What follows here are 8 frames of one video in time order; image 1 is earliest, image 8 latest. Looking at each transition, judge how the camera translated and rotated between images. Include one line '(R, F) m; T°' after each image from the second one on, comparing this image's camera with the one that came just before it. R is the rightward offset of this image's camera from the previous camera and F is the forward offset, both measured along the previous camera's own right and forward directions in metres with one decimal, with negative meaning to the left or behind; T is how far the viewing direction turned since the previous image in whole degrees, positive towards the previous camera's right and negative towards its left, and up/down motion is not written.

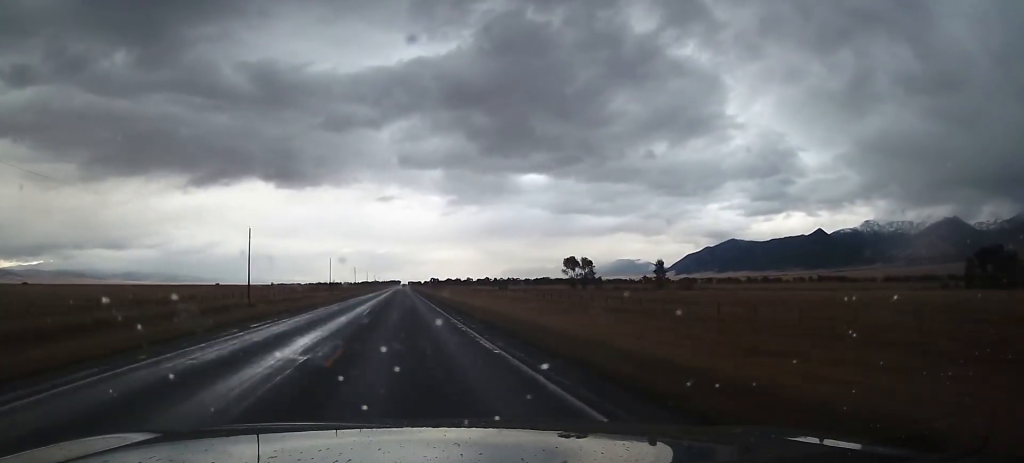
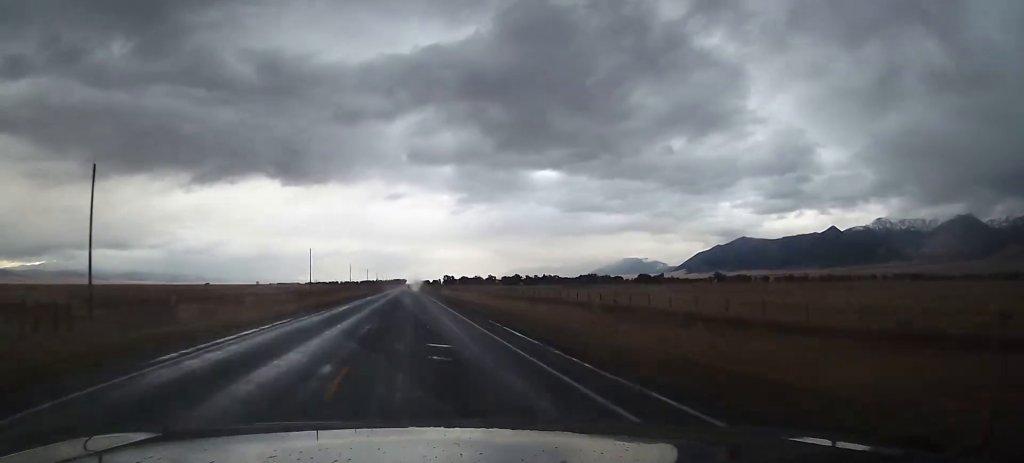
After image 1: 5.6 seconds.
(-0.1, +226.7) m; 0°
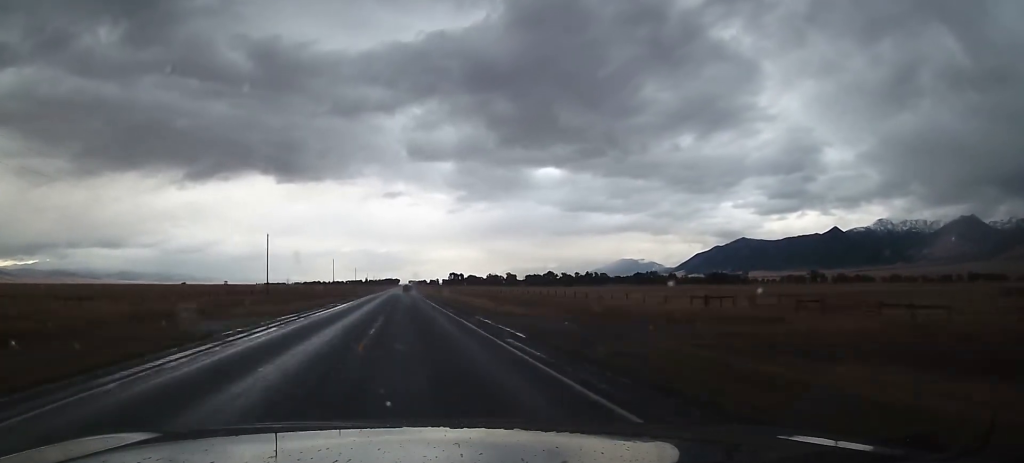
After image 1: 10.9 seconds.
(-0.3, +213.1) m; 0°
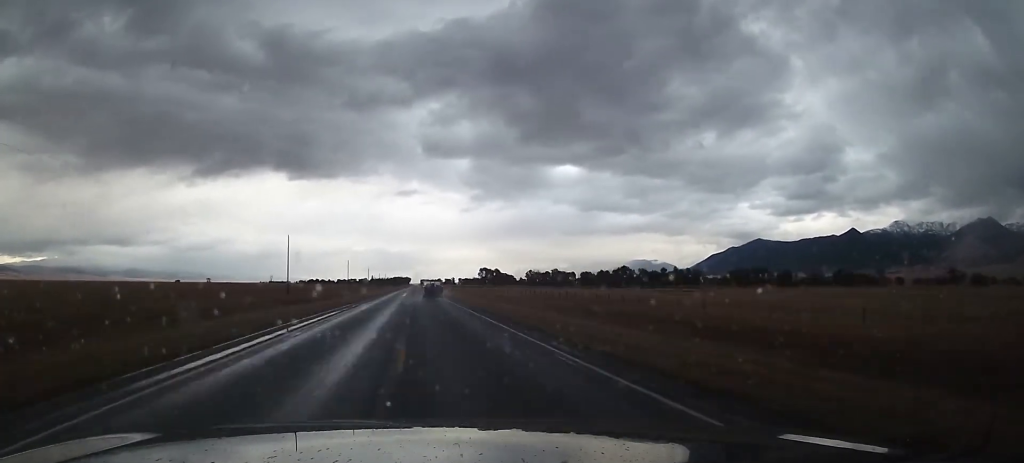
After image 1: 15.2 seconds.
(+0.2, +179.9) m; 0°
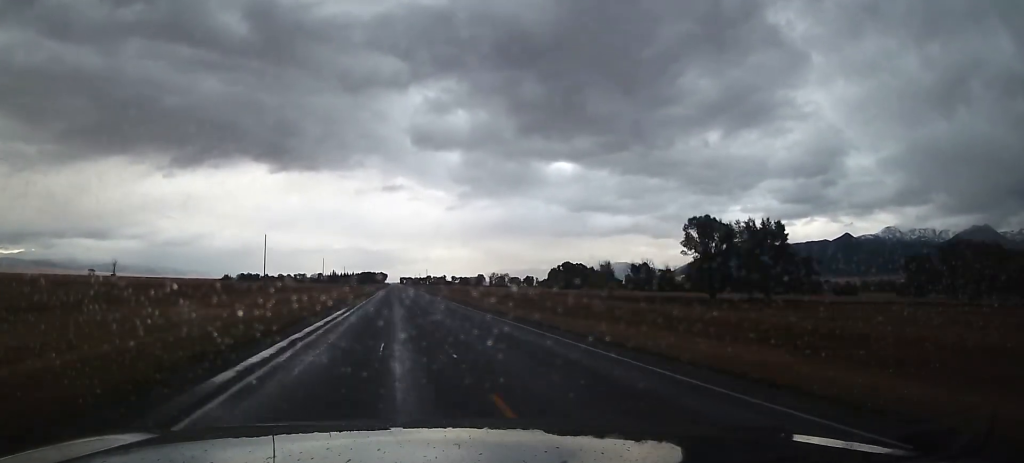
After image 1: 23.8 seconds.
(+2.9, +359.6) m; +1°
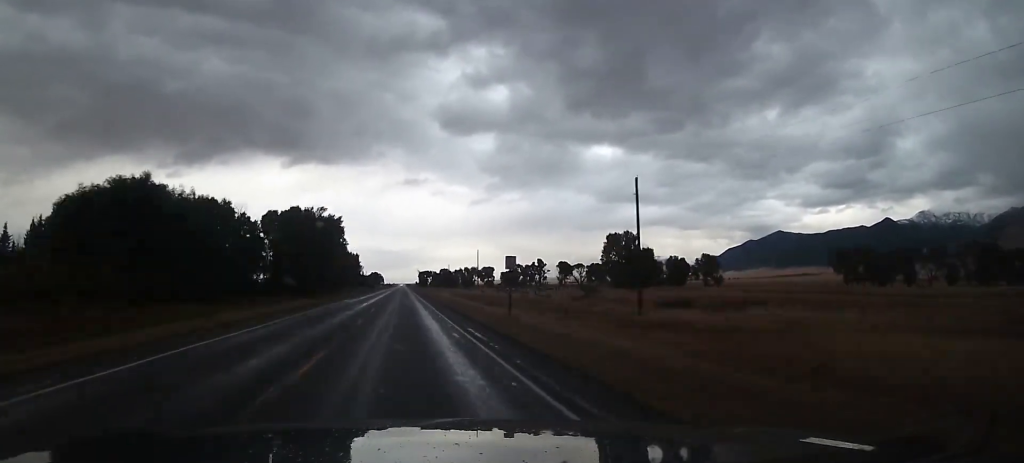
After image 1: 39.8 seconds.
(-3.2, +633.2) m; -1°
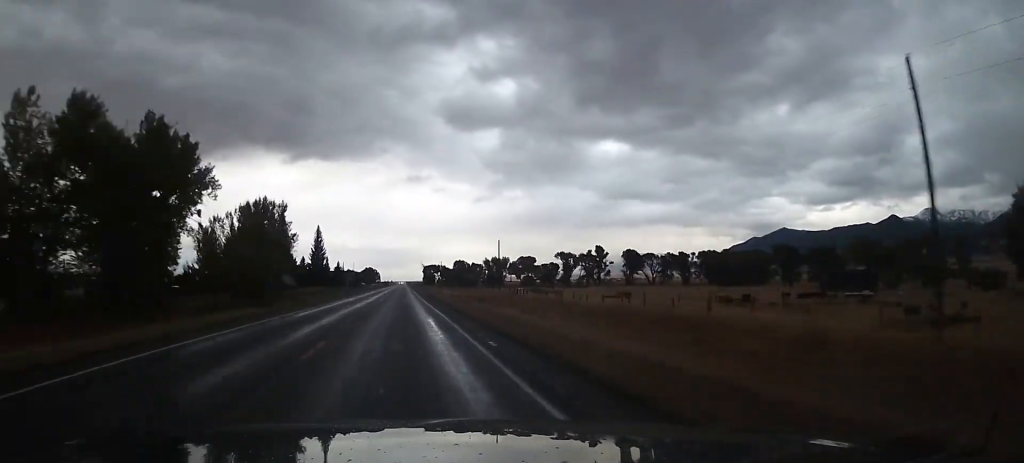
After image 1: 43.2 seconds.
(-0.3, +123.8) m; 0°
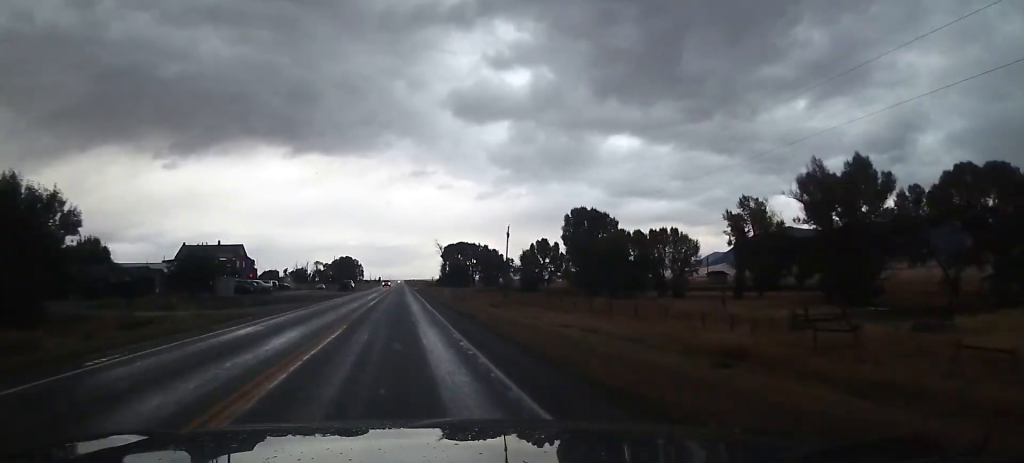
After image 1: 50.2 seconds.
(+0.3, +201.4) m; 0°
